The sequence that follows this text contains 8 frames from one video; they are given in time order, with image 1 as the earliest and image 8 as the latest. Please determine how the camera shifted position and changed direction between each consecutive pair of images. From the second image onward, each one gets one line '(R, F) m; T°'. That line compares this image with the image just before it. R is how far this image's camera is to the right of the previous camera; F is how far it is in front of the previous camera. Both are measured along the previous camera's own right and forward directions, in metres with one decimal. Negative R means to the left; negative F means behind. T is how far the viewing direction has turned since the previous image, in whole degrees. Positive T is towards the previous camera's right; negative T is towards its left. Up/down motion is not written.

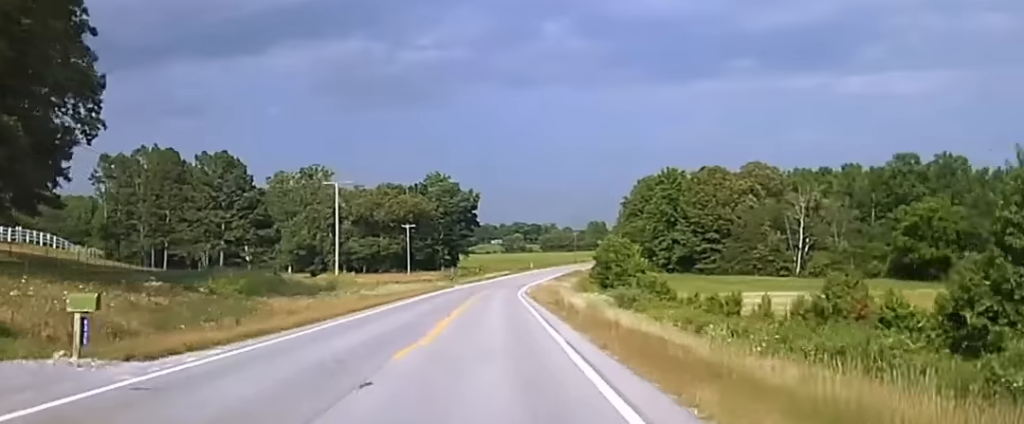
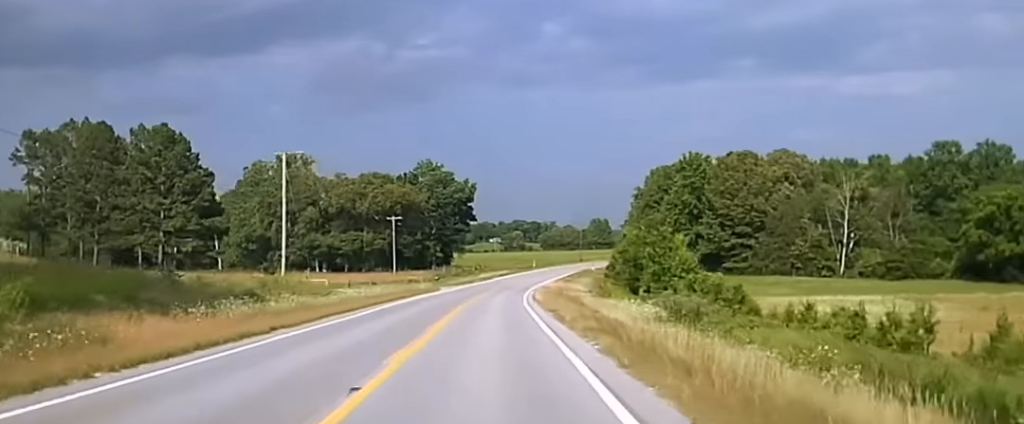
(+0.1, +23.5) m; 0°
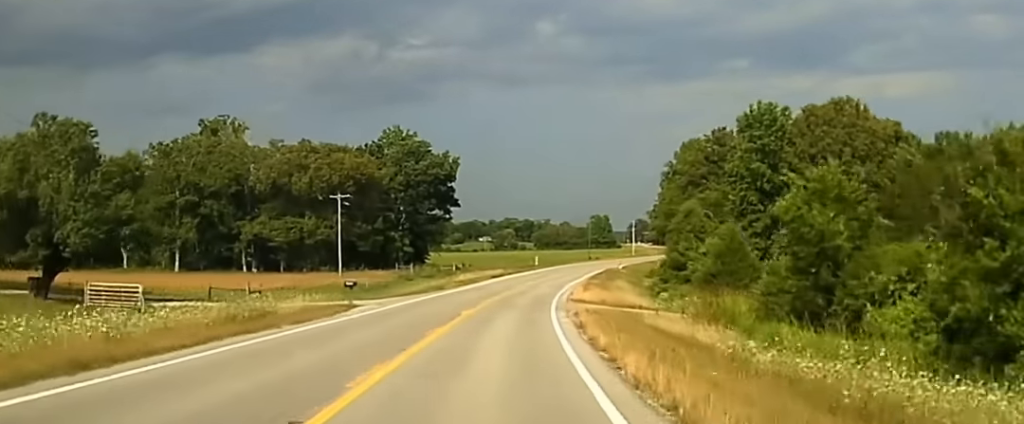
(+0.1, +54.5) m; +1°
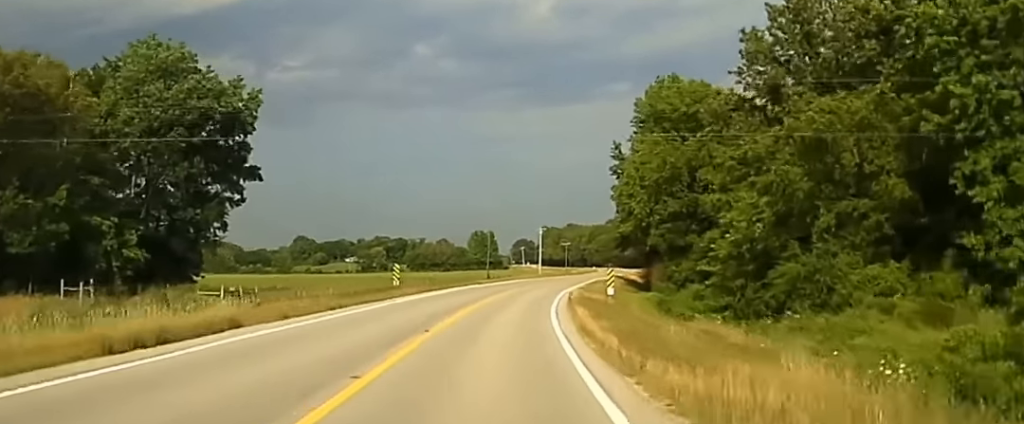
(+2.8, +78.2) m; +6°
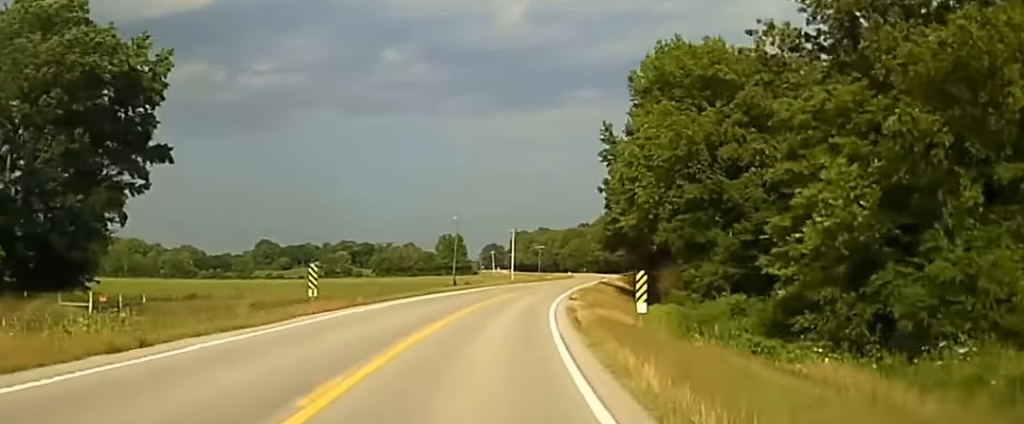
(+0.5, +18.9) m; +2°
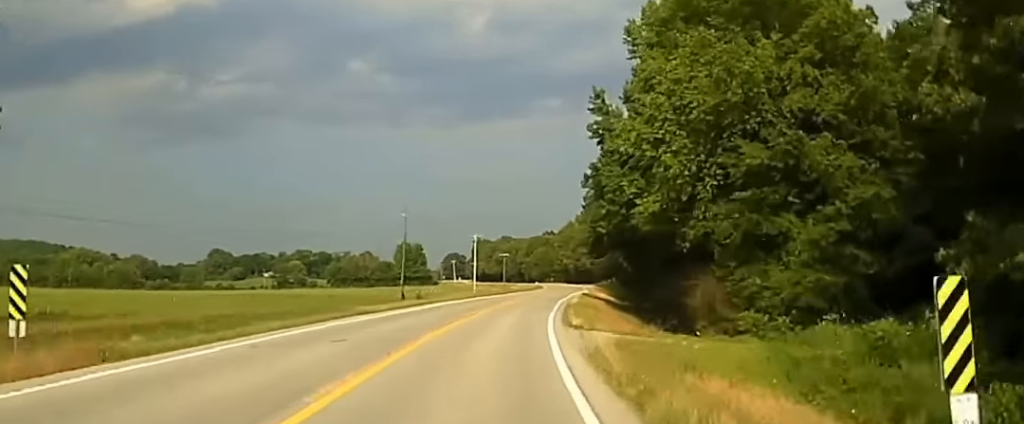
(0.0, +24.0) m; +2°
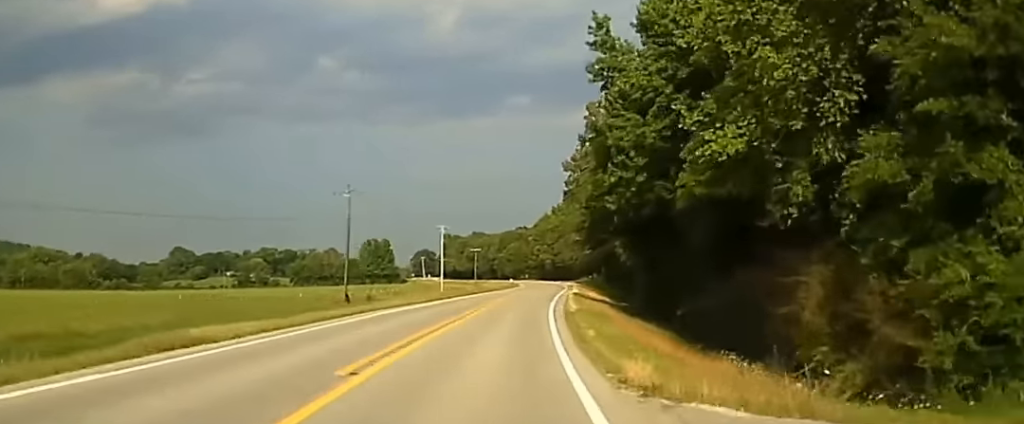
(+0.8, +21.2) m; +2°
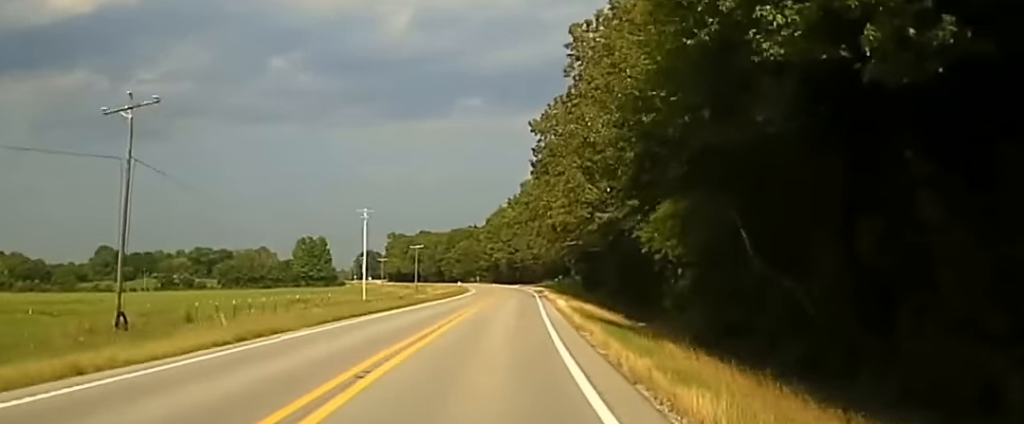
(+1.5, +39.6) m; +4°
